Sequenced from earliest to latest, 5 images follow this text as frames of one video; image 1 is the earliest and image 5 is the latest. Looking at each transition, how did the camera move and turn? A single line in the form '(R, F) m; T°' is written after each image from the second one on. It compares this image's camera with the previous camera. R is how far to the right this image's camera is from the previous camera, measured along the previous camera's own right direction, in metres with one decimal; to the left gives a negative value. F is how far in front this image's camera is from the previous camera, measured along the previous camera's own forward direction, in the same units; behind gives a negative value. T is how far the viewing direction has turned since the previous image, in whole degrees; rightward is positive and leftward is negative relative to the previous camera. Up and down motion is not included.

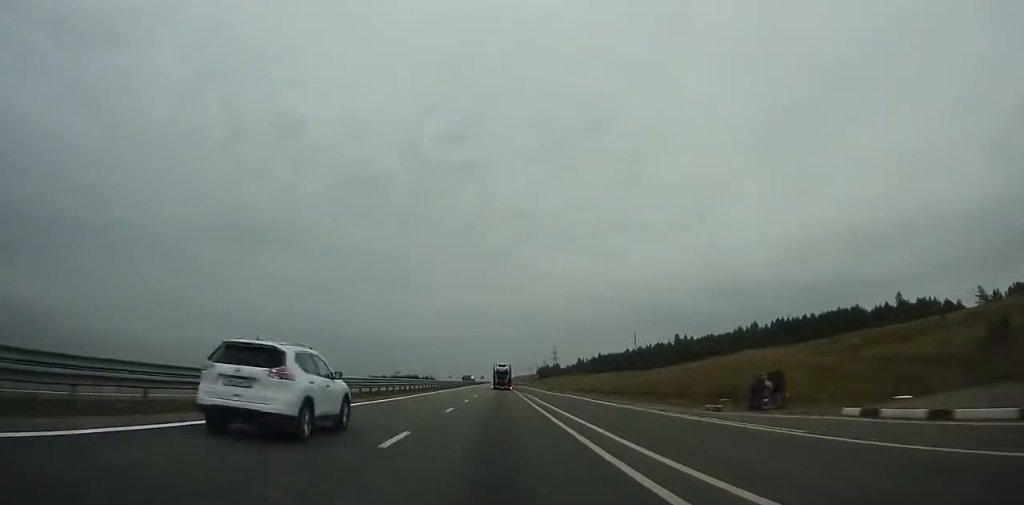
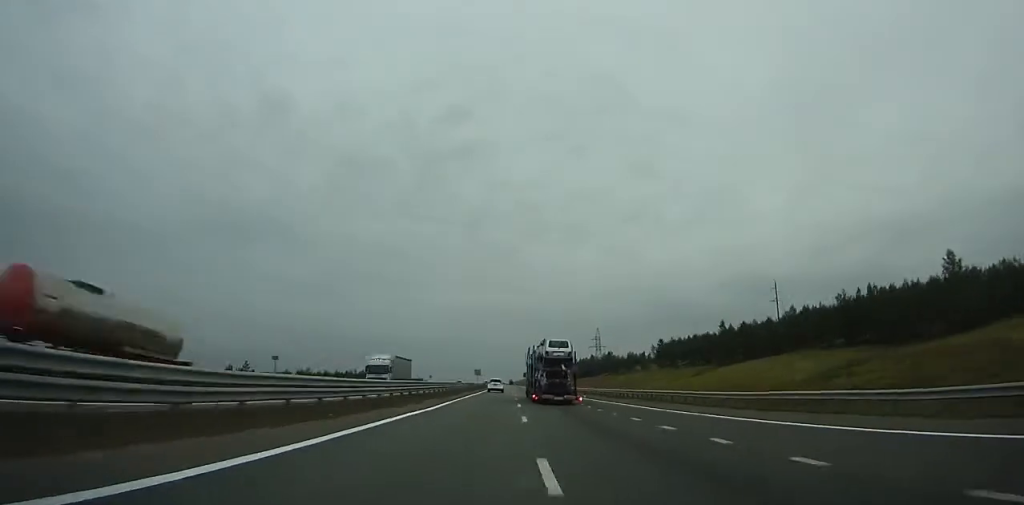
(-1.5, +170.2) m; -1°
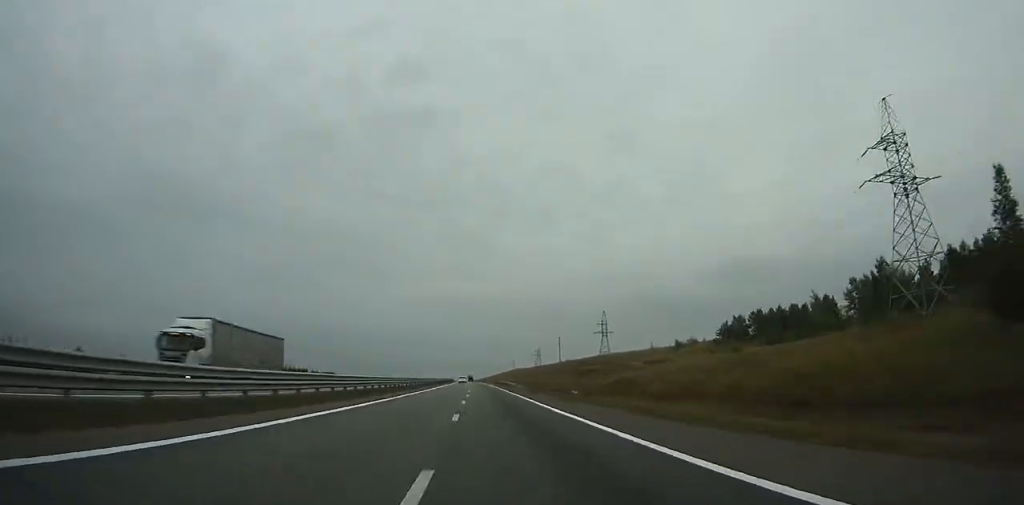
(+13.1, +256.6) m; +4°
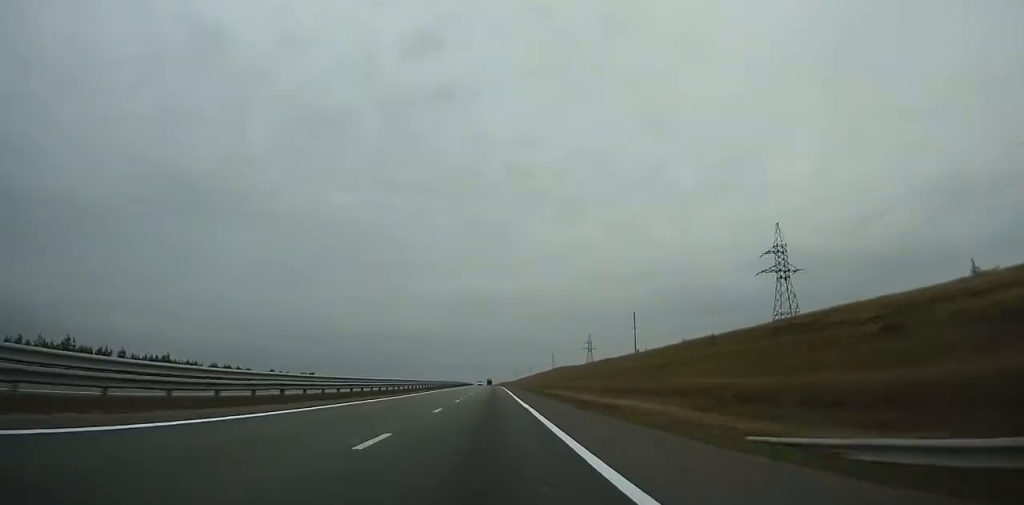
(-17.3, +153.2) m; -9°
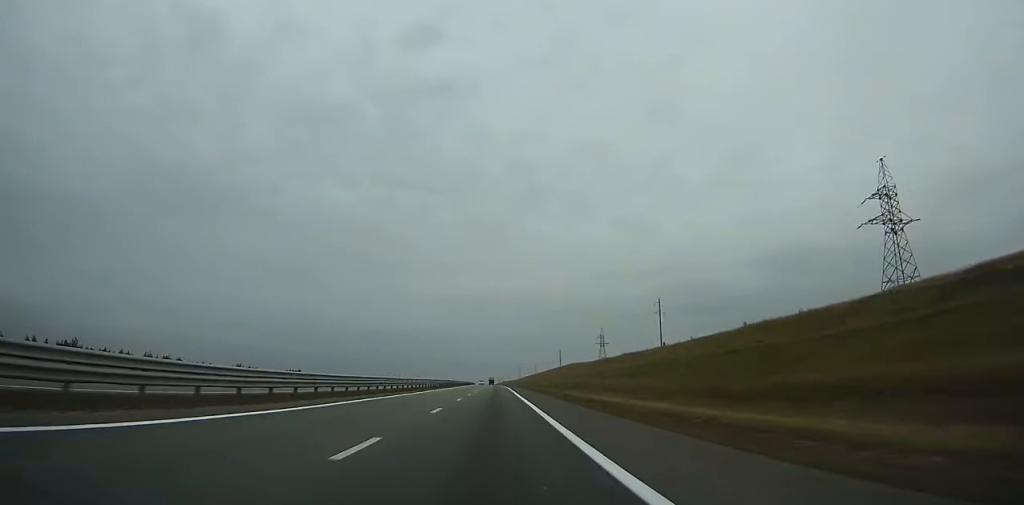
(+2.1, +38.3) m; +2°
